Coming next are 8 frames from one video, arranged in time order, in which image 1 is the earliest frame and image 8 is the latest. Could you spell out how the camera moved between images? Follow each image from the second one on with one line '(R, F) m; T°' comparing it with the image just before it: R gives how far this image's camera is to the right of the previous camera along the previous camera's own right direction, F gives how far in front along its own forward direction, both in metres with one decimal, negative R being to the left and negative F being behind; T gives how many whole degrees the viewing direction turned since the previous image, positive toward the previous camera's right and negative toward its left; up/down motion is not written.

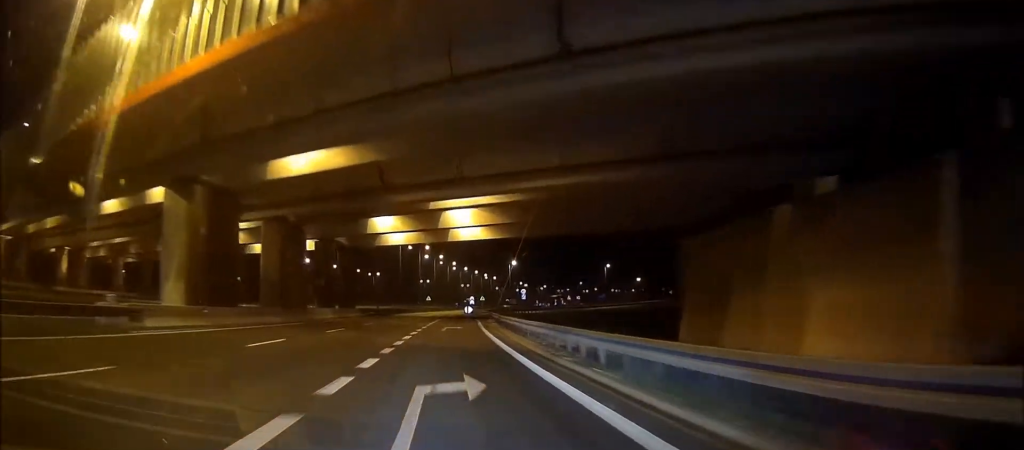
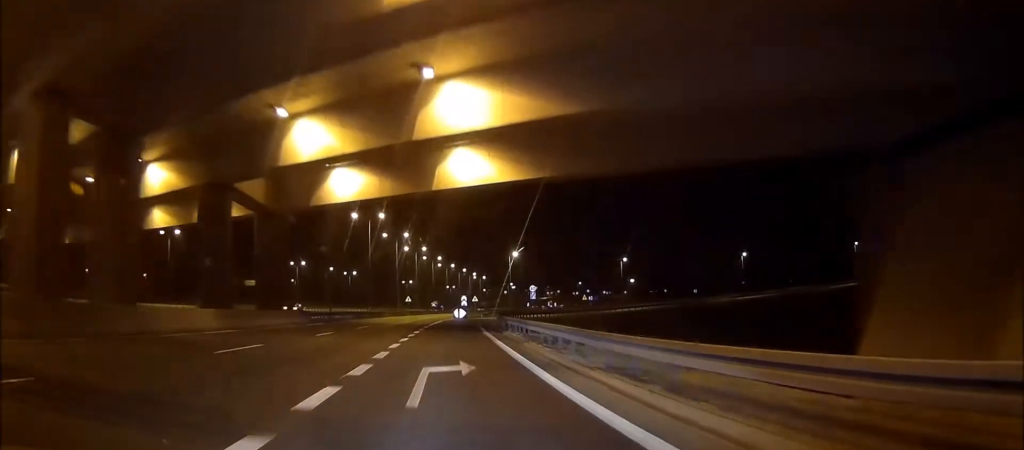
(+0.4, +22.5) m; +2°
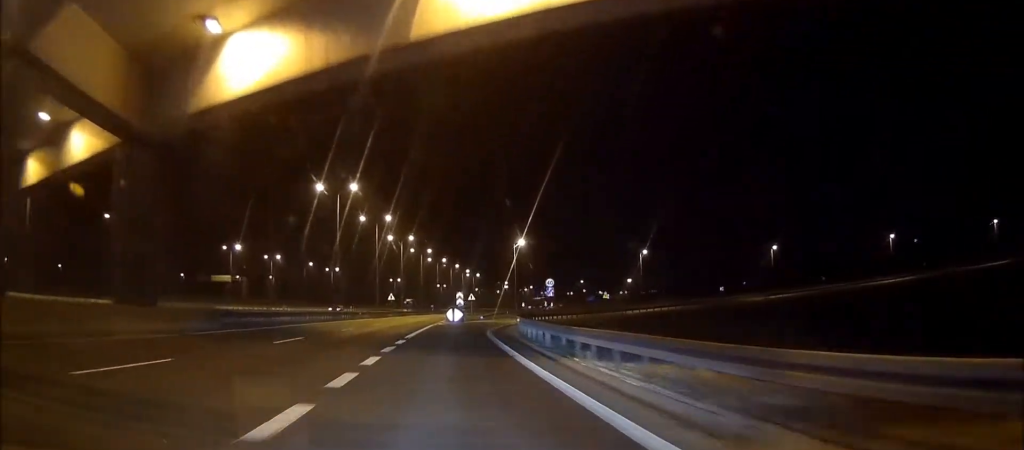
(+0.1, +15.8) m; +4°
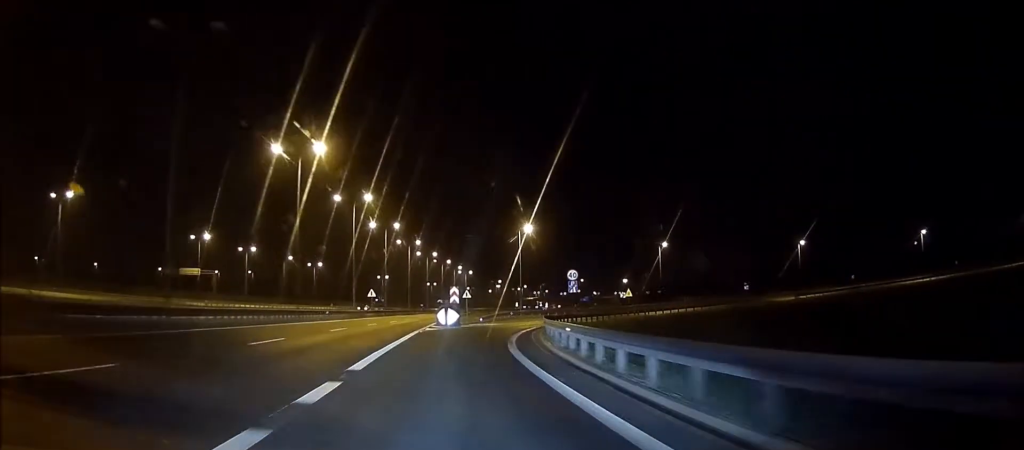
(+0.7, +12.7) m; +6°
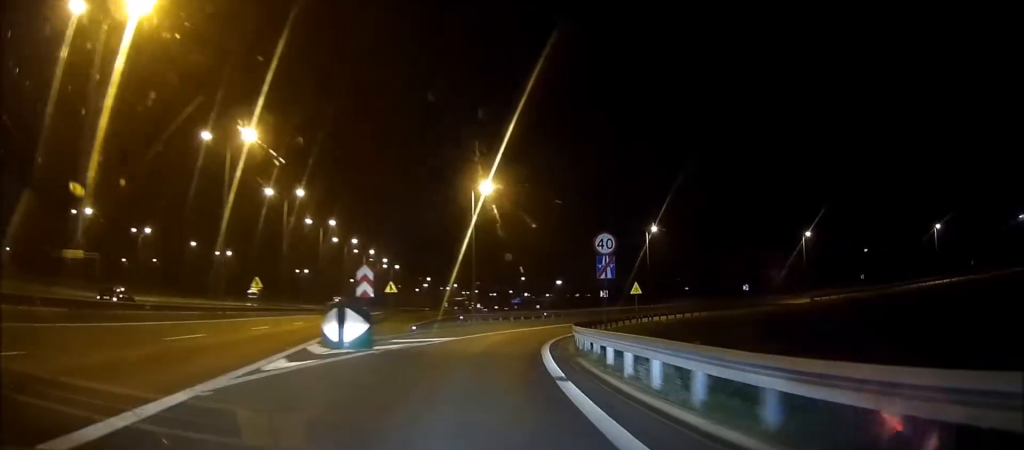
(+3.0, +22.1) m; +18°
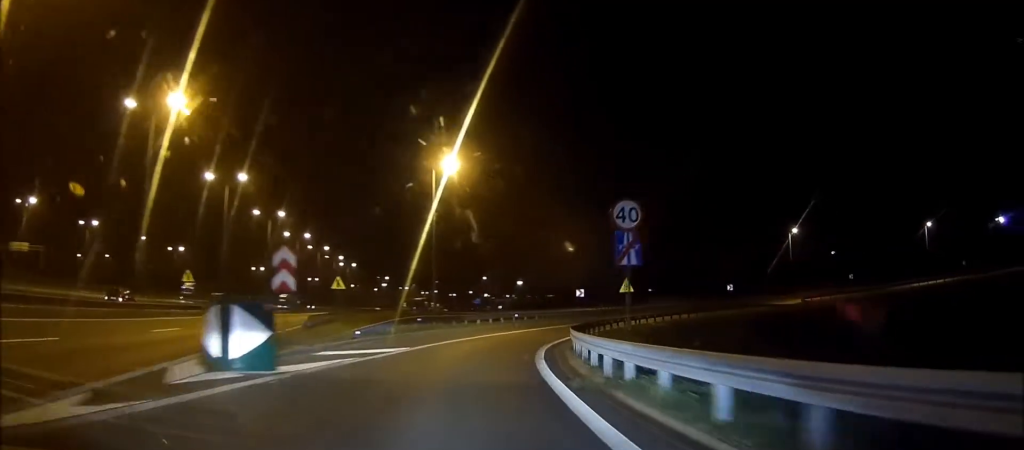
(+0.8, +7.0) m; +5°
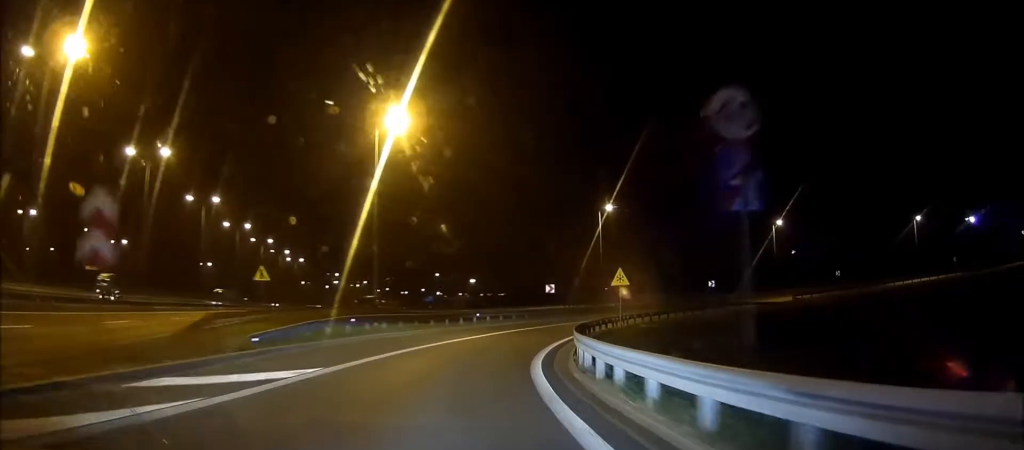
(+0.2, +8.3) m; +2°
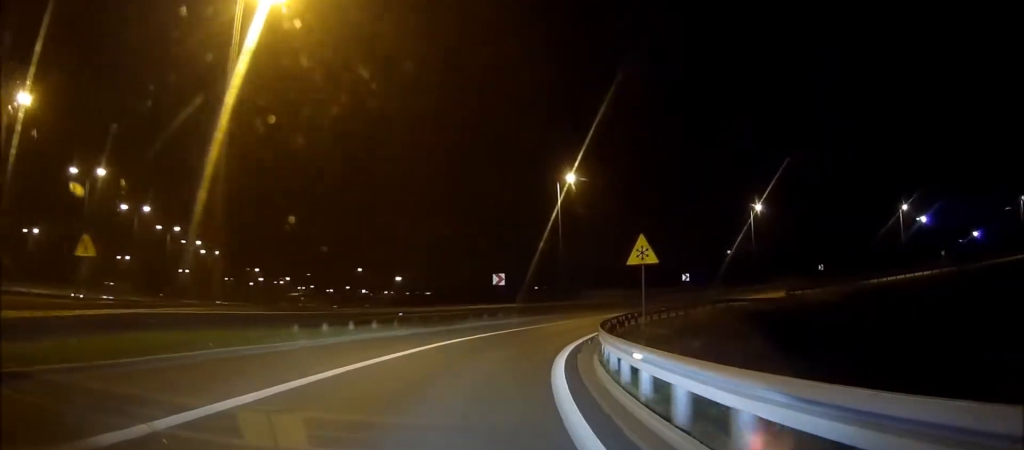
(0.0, +13.0) m; +5°
